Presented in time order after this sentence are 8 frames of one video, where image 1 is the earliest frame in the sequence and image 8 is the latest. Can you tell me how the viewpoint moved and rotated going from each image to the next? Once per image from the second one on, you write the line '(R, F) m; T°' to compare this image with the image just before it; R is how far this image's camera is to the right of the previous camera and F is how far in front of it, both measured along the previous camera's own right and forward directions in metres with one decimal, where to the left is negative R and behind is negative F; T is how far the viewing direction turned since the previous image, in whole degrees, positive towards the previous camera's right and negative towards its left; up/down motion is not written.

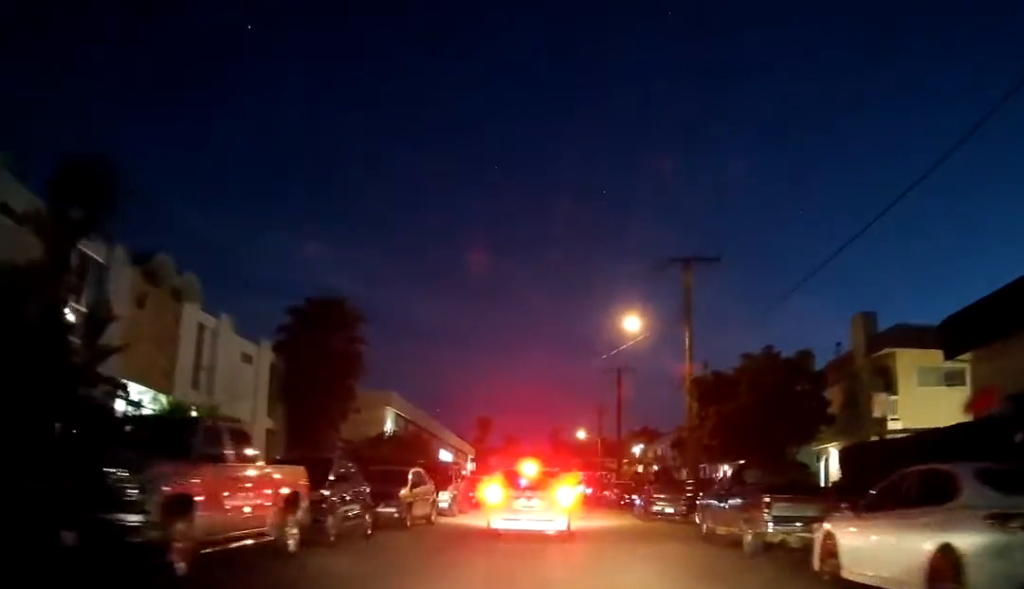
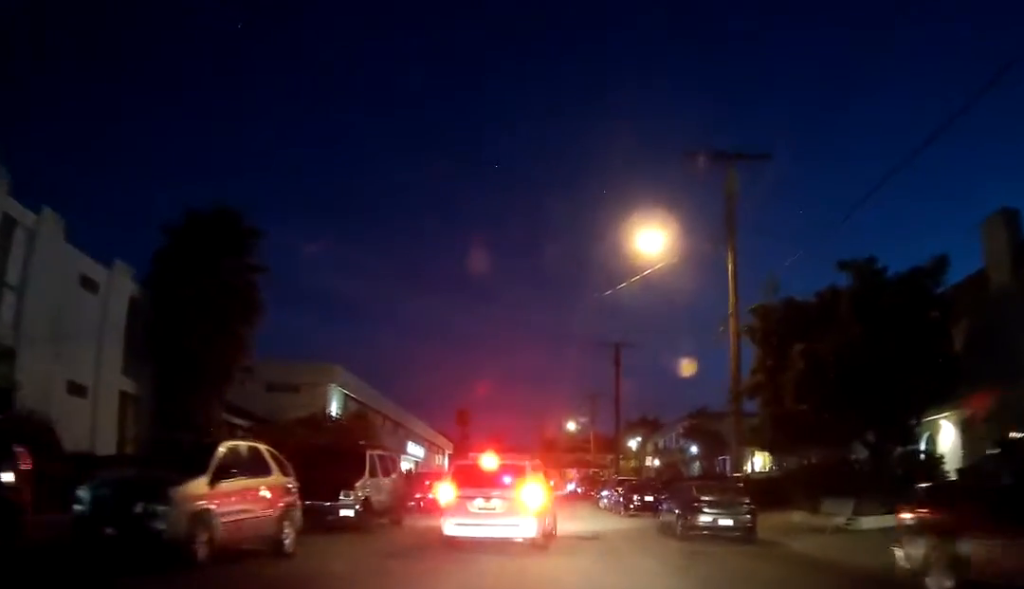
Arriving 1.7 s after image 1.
(0.0, +12.5) m; 0°
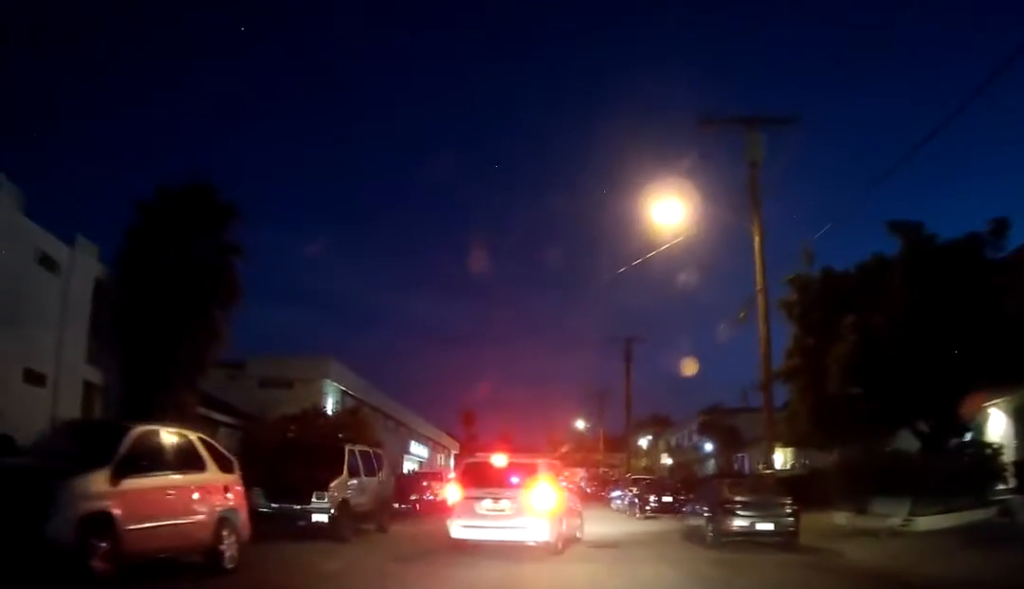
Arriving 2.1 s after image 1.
(0.0, +2.7) m; 0°
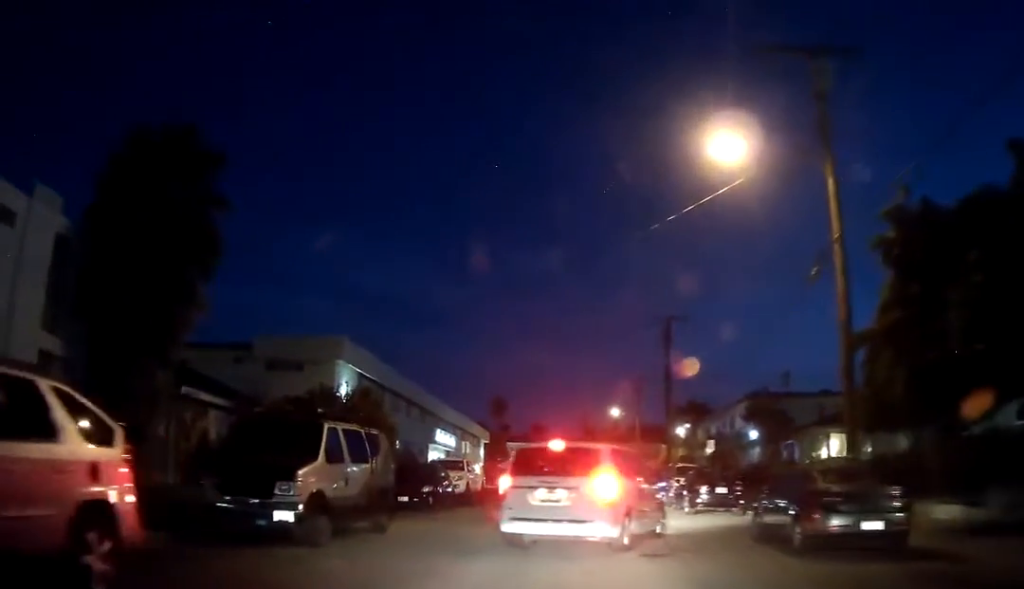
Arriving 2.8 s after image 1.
(0.0, +4.2) m; 0°
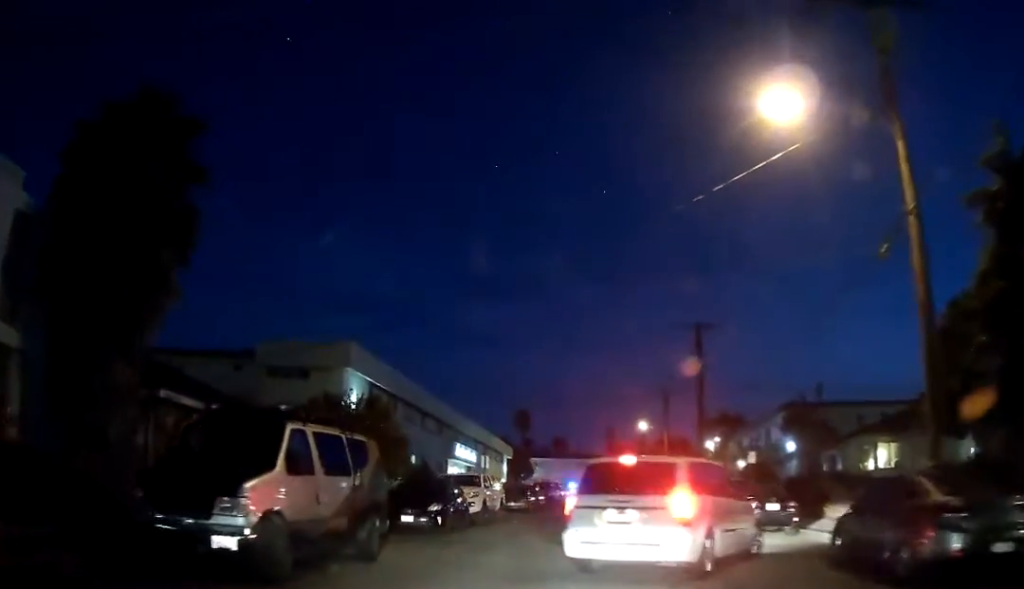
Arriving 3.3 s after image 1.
(0.0, +2.9) m; 0°
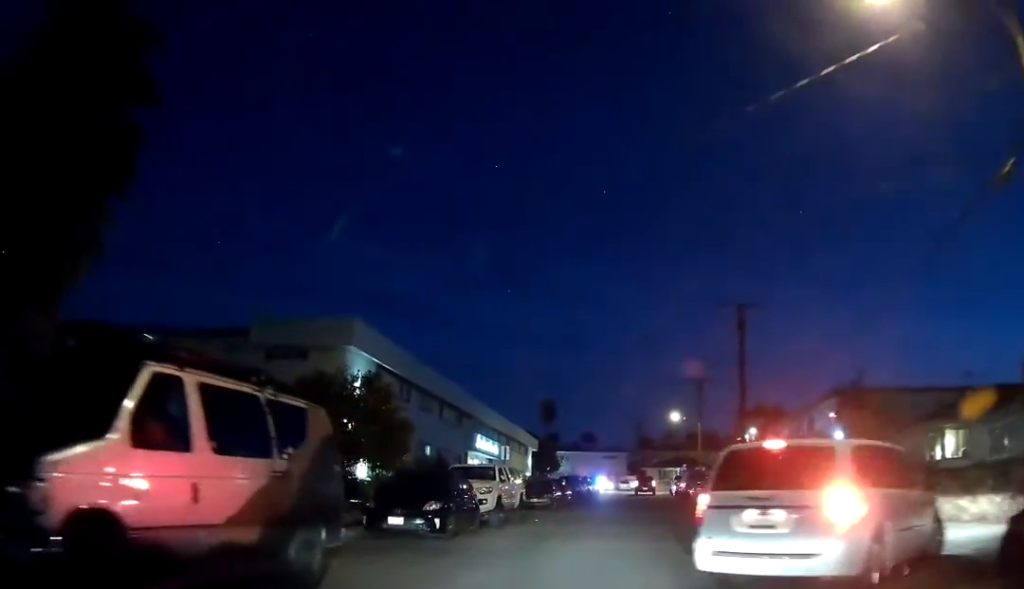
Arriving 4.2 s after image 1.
(0.0, +3.3) m; 0°
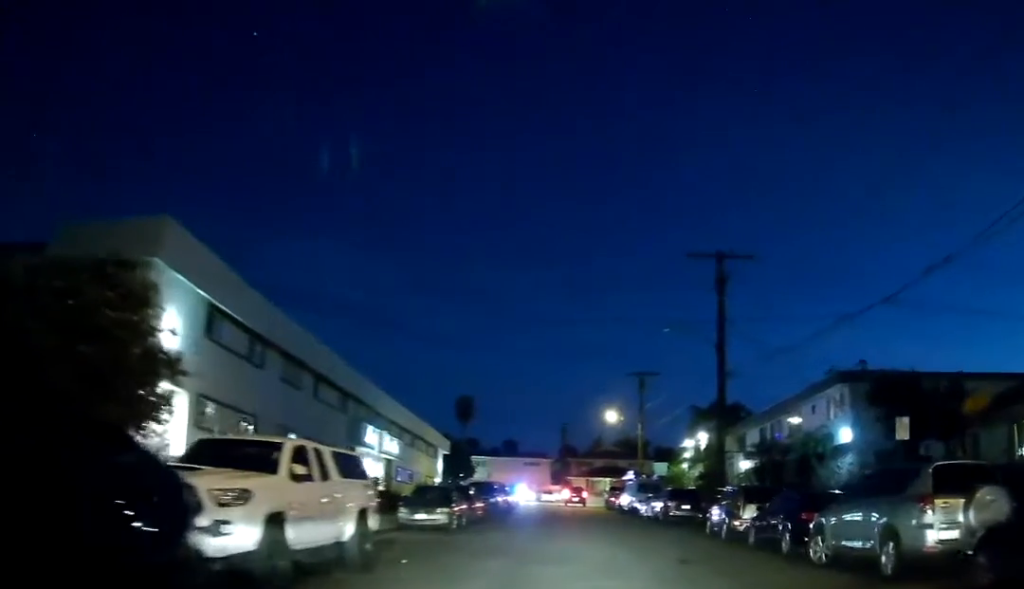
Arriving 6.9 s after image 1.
(-1.4, +11.8) m; 0°
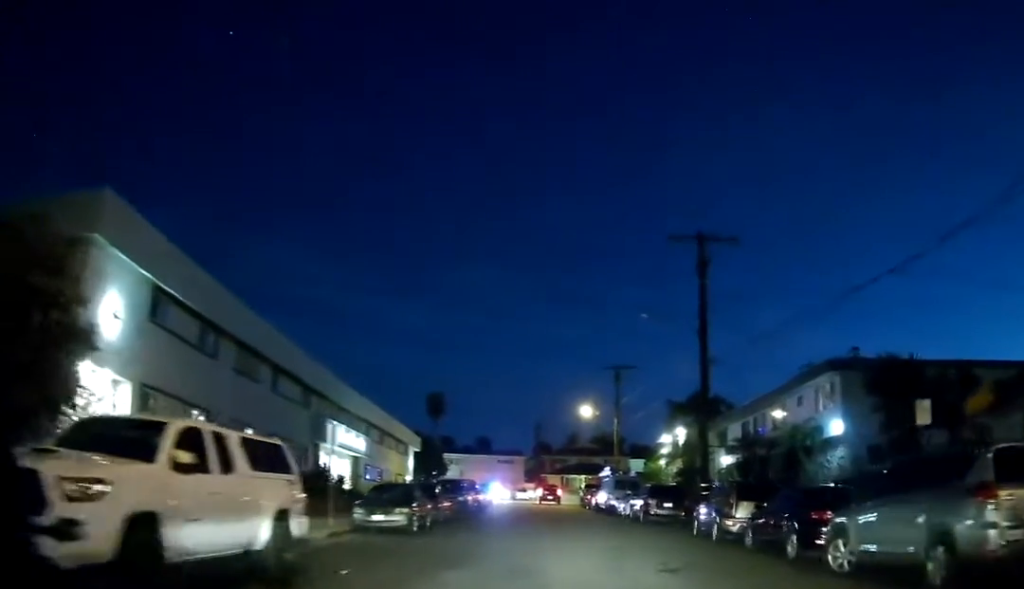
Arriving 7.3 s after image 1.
(+0.5, +1.9) m; +3°
